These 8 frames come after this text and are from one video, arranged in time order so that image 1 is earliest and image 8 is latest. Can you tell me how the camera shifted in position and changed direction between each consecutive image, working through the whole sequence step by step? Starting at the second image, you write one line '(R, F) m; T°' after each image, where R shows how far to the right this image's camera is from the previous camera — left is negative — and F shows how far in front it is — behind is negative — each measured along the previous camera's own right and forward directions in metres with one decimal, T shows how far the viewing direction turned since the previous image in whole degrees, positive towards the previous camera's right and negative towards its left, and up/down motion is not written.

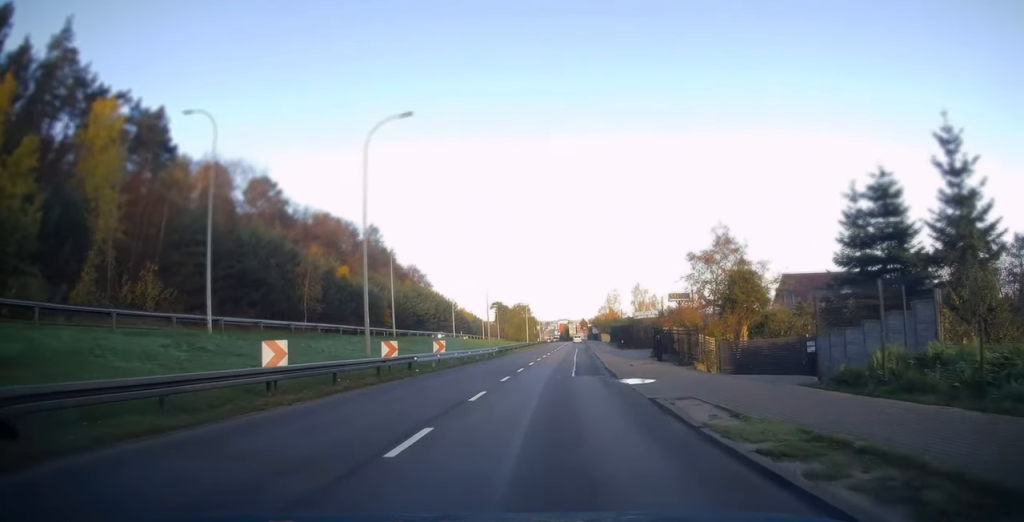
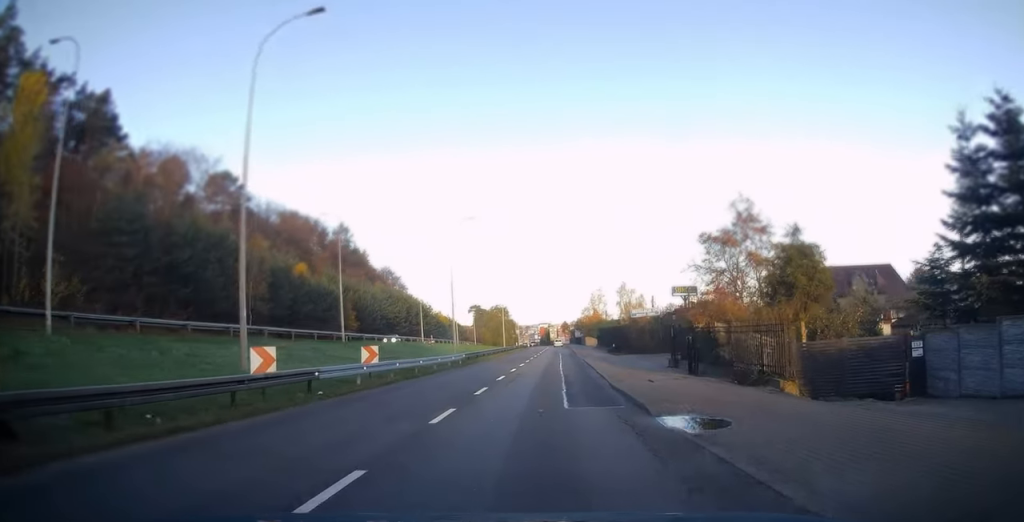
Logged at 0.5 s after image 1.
(0.0, +9.1) m; +2°
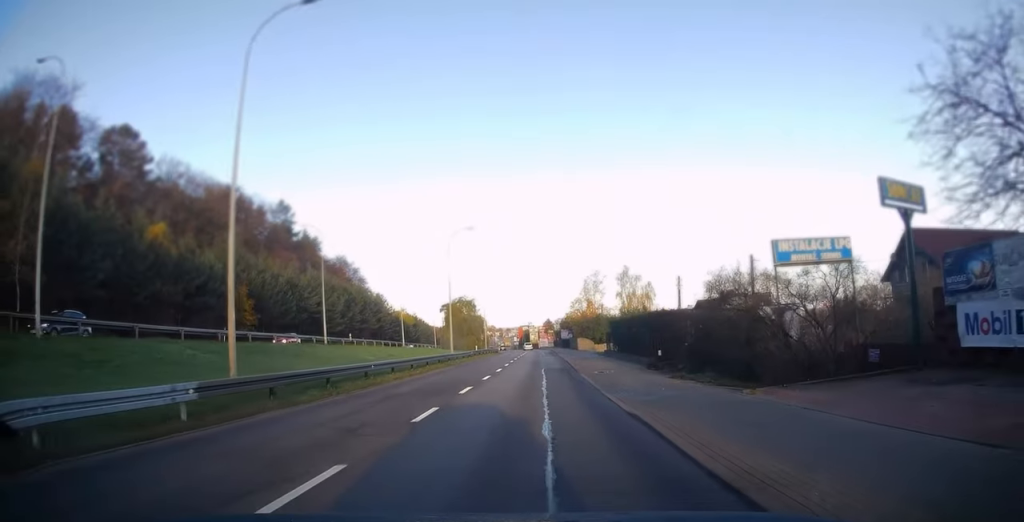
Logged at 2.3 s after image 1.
(+1.2, +29.4) m; +3°
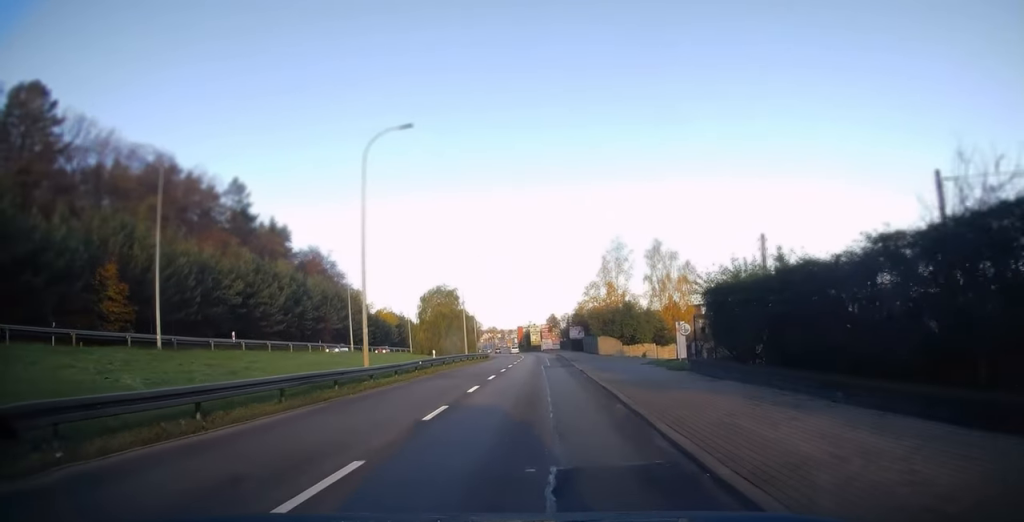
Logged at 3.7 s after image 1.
(+0.2, +23.6) m; 0°
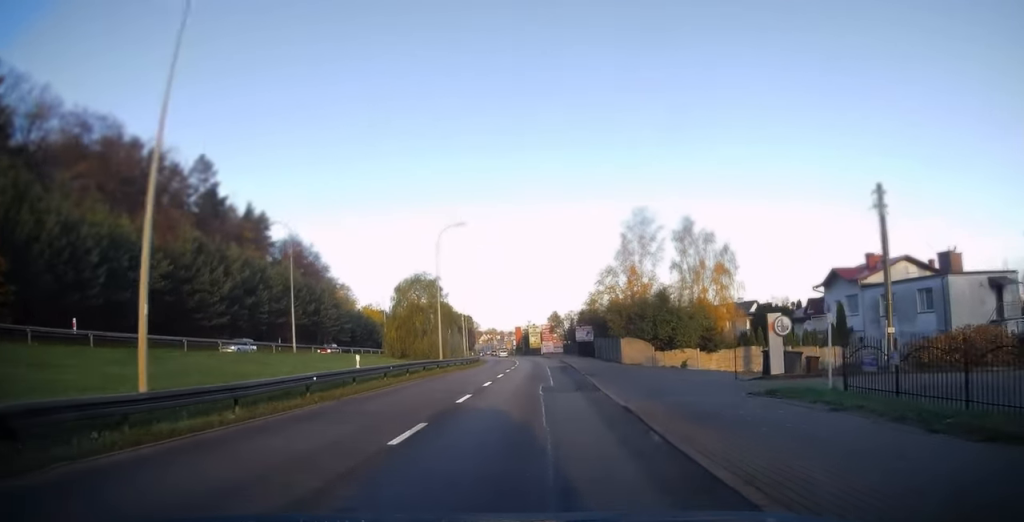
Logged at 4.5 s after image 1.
(-0.3, +14.3) m; -1°
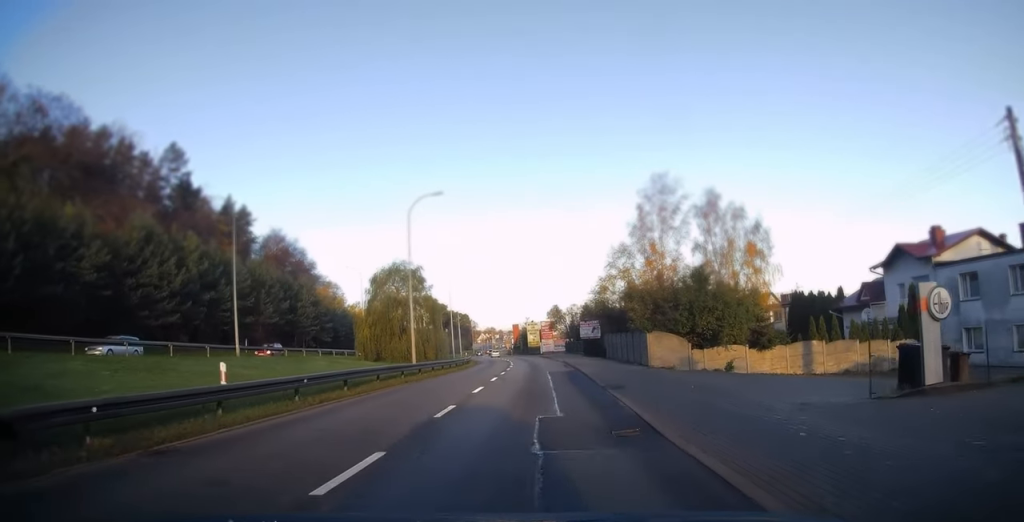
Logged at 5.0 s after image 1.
(0.0, +9.0) m; 0°
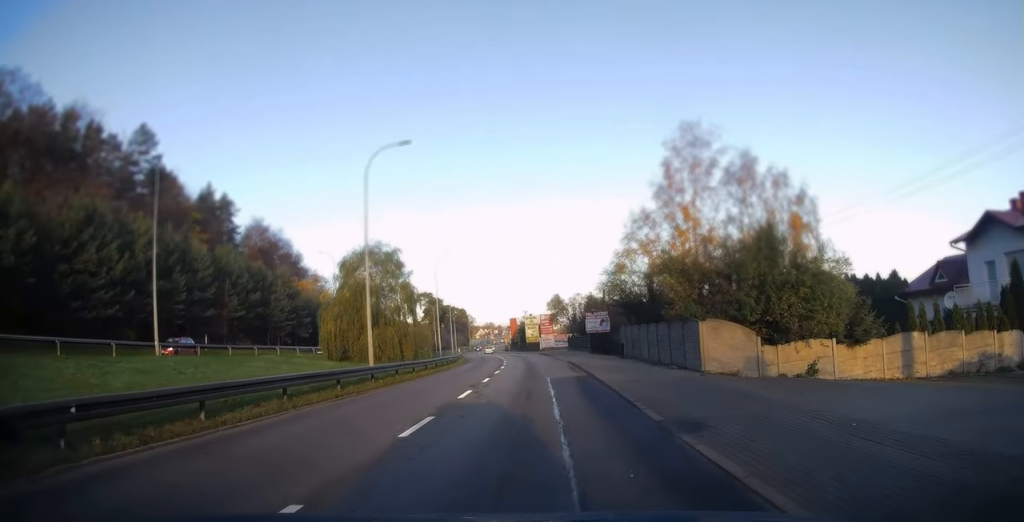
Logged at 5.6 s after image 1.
(-0.1, +8.7) m; +1°
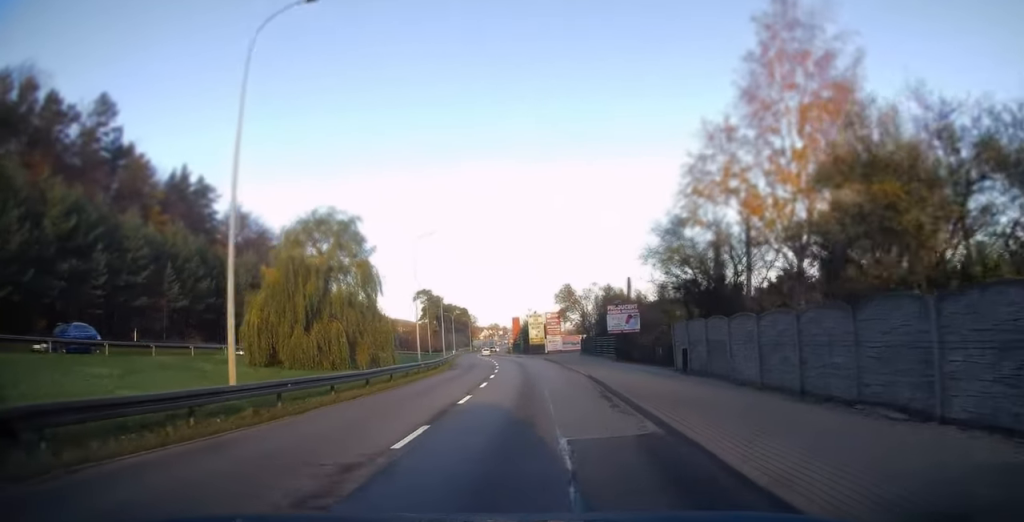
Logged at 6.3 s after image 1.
(+0.2, +12.6) m; -1°
